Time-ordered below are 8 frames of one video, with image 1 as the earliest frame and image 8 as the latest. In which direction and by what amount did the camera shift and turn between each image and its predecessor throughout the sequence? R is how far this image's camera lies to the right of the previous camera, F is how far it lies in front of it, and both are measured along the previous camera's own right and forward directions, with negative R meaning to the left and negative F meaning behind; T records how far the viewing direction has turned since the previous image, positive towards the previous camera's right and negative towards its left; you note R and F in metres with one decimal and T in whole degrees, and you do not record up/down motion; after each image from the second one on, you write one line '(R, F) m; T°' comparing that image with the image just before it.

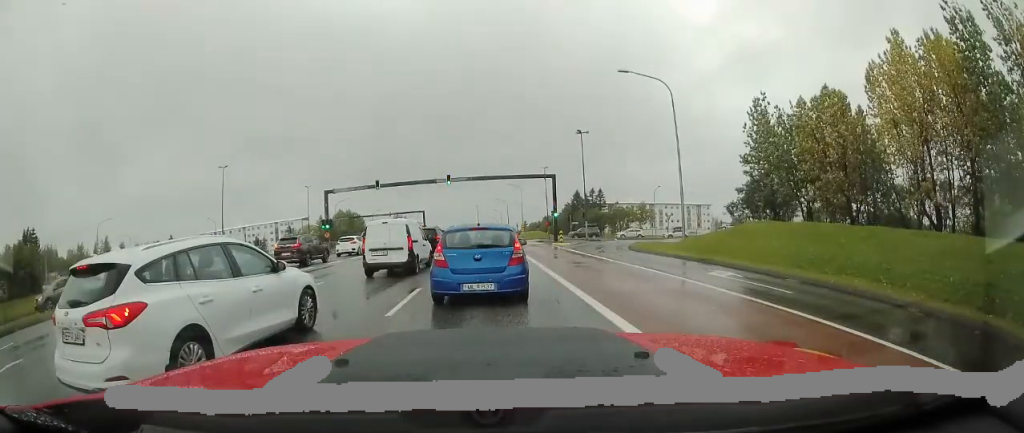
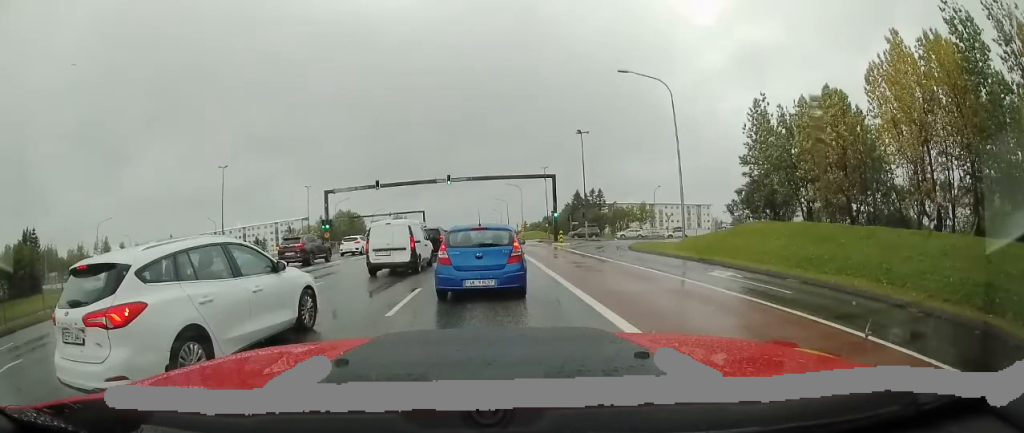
(0.0, 0.0) m; 0°
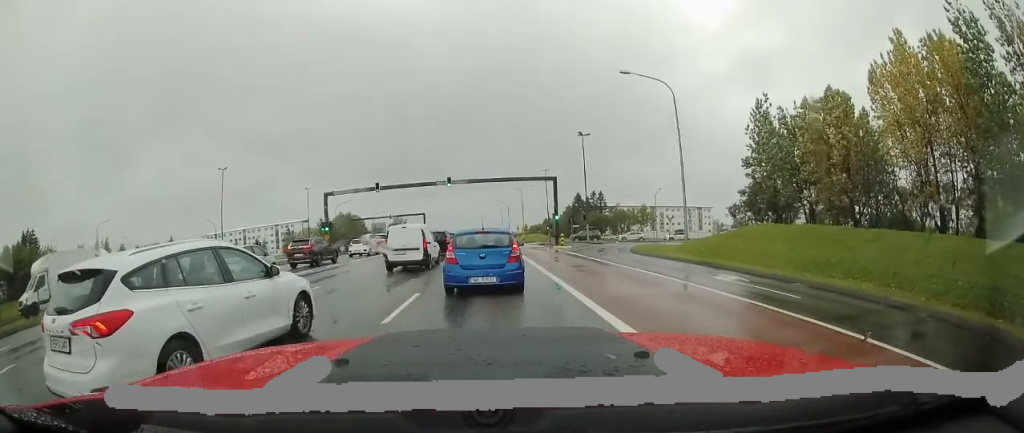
(0.0, +0.2) m; 0°
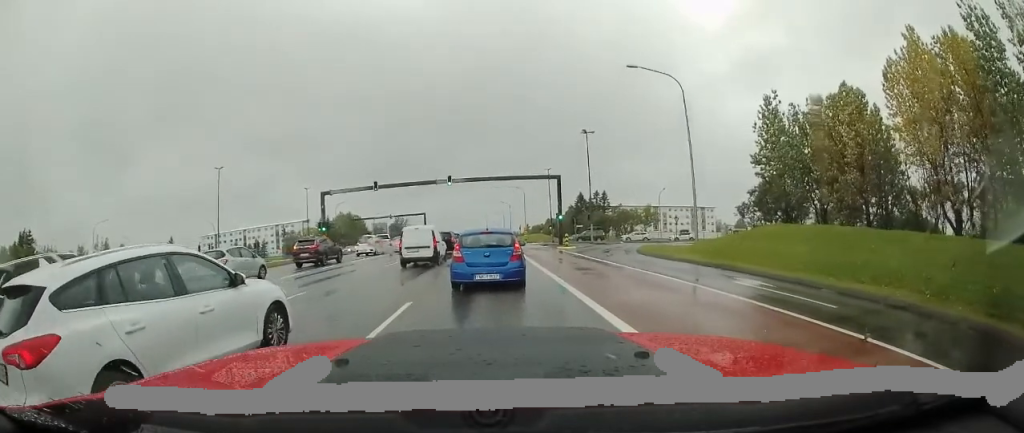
(0.0, +0.4) m; -1°
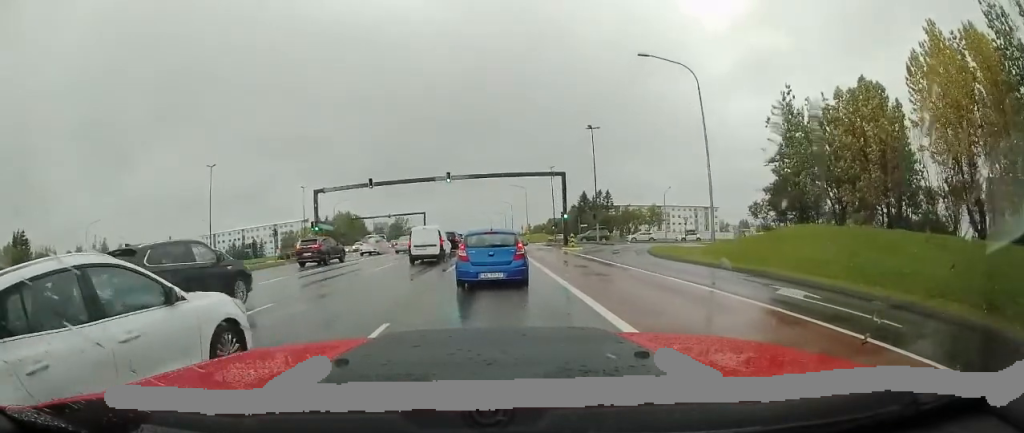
(0.0, +0.7) m; -2°
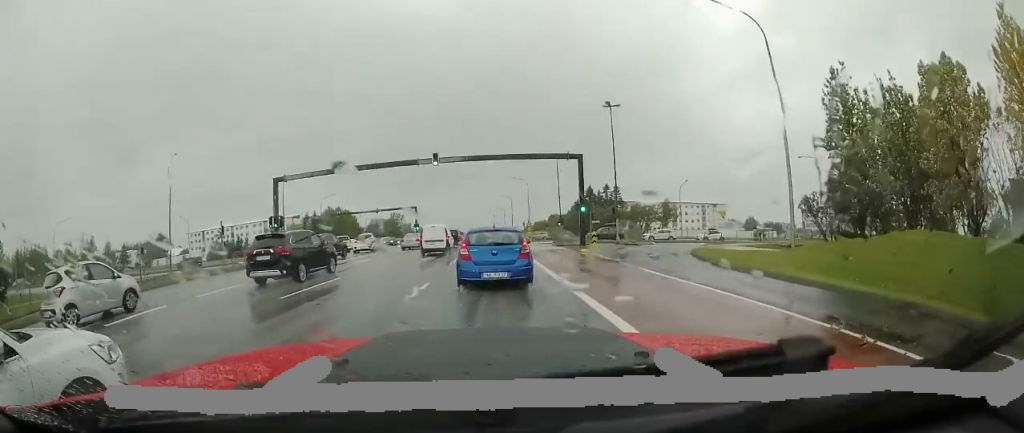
(+0.1, +5.9) m; +1°
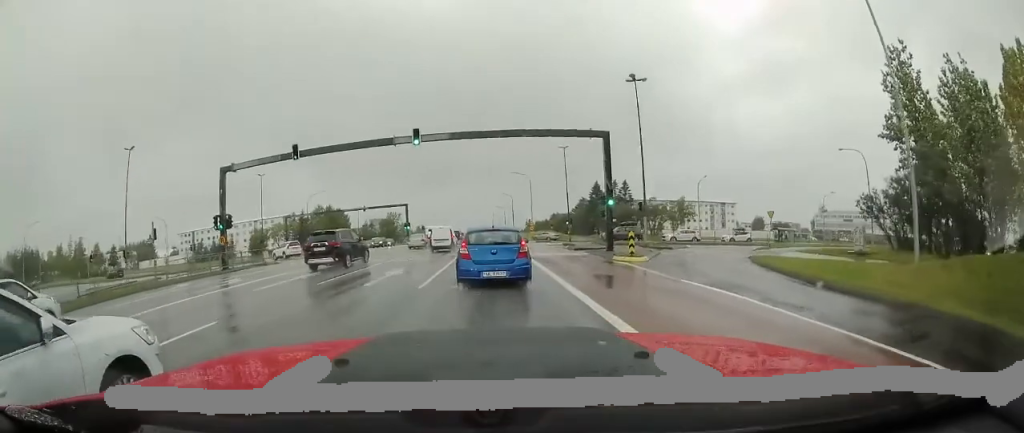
(0.0, +7.3) m; 0°
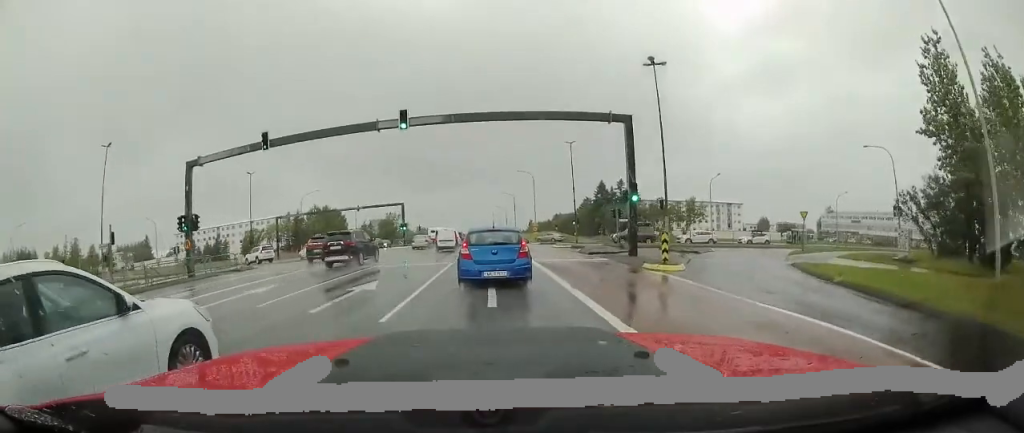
(0.0, +3.6) m; 0°
